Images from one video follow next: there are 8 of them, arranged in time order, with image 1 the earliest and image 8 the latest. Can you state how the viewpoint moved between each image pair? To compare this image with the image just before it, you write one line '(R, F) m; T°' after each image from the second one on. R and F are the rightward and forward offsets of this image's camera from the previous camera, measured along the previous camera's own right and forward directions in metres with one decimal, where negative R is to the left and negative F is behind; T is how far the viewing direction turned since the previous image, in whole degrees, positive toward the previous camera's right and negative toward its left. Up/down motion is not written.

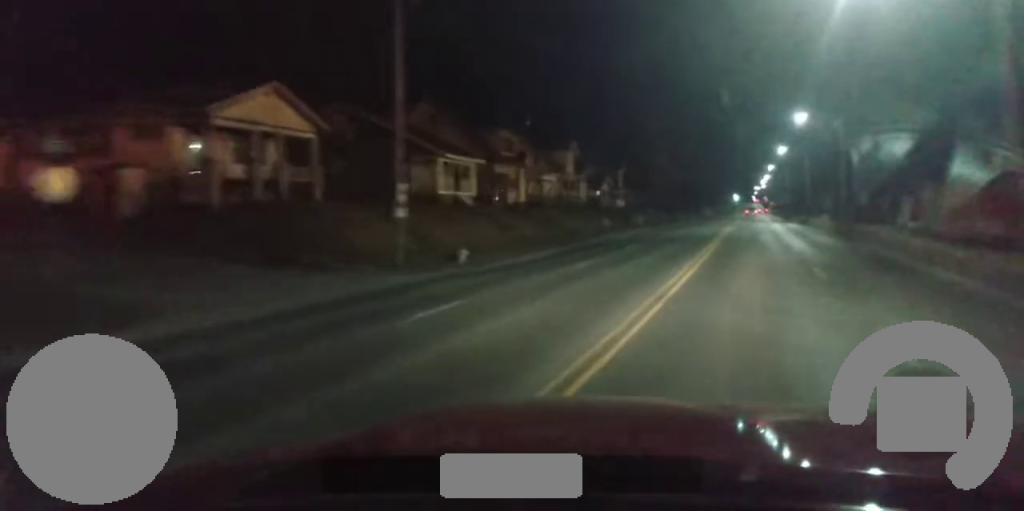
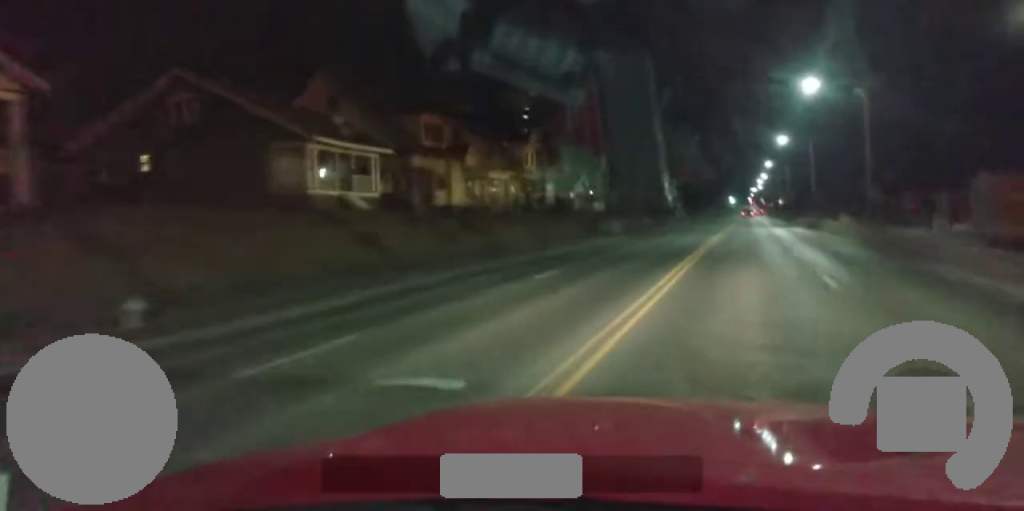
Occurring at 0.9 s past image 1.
(+0.1, +15.8) m; -1°
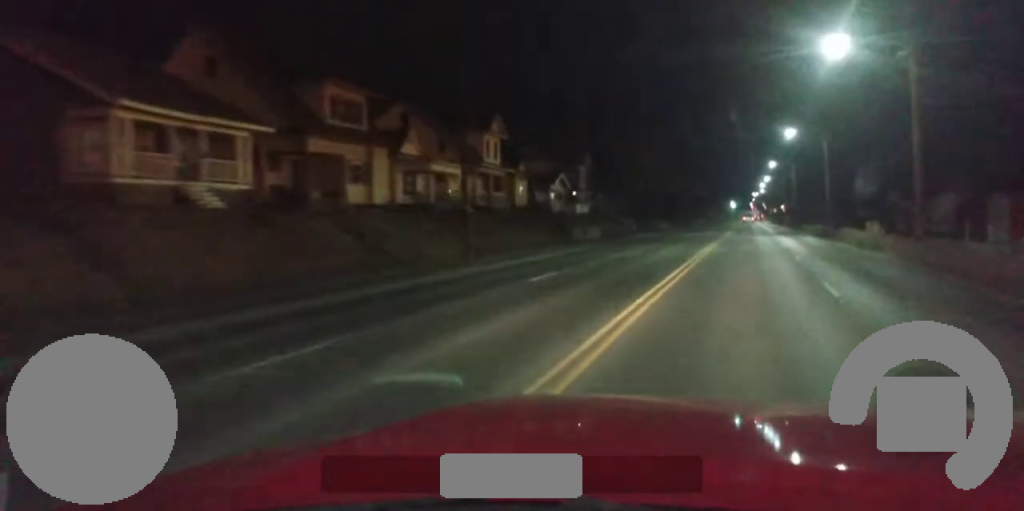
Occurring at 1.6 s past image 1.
(-0.3, +12.4) m; -3°
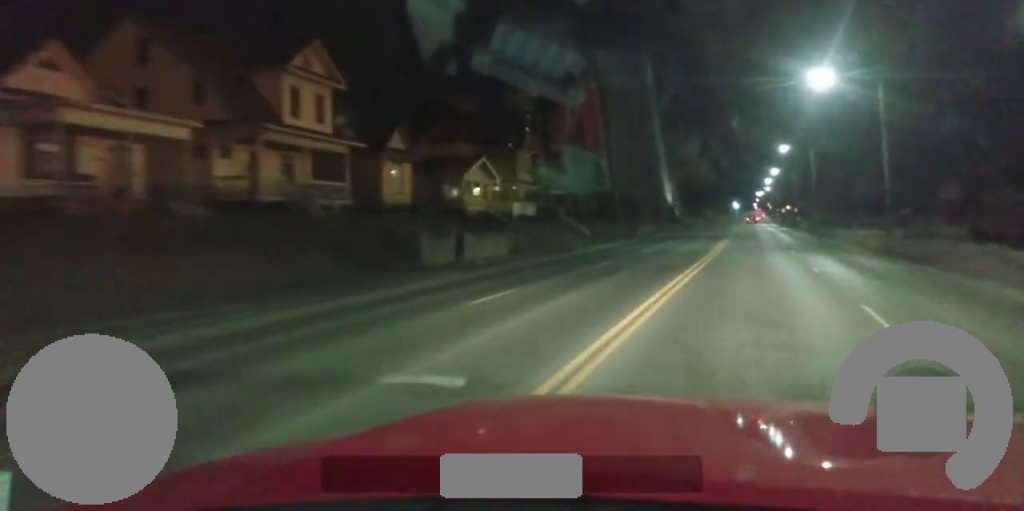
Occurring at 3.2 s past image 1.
(-1.0, +28.6) m; 0°
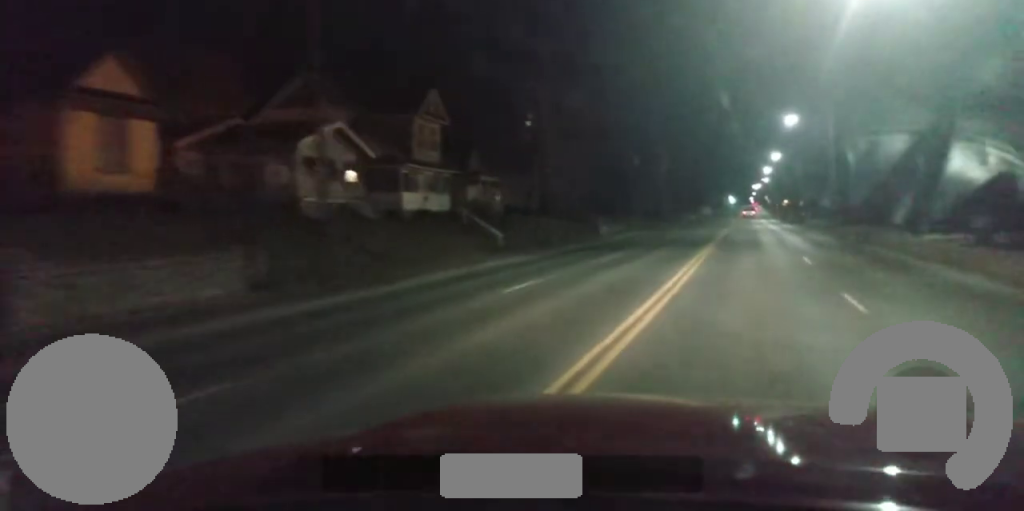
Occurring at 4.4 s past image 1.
(+0.9, +22.0) m; +2°
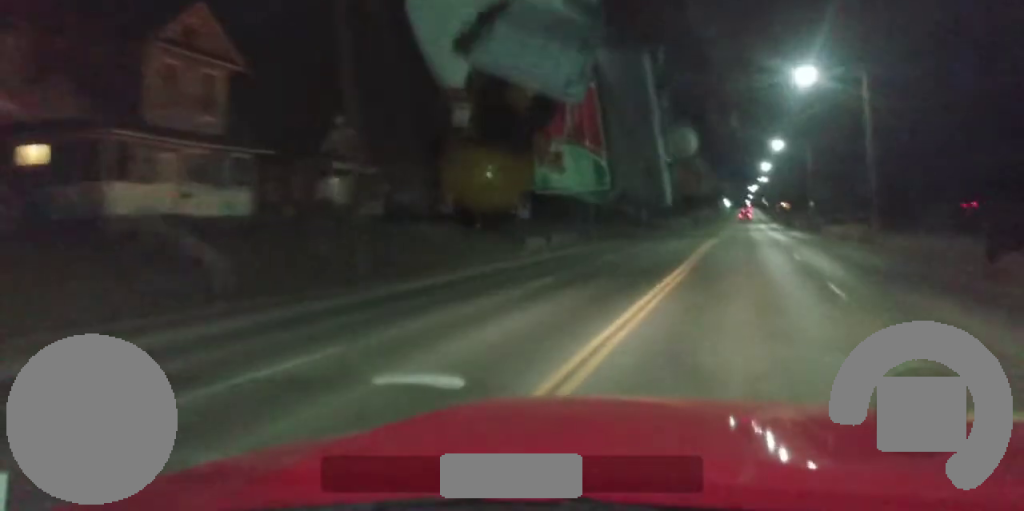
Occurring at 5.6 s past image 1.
(+0.2, +21.8) m; +2°
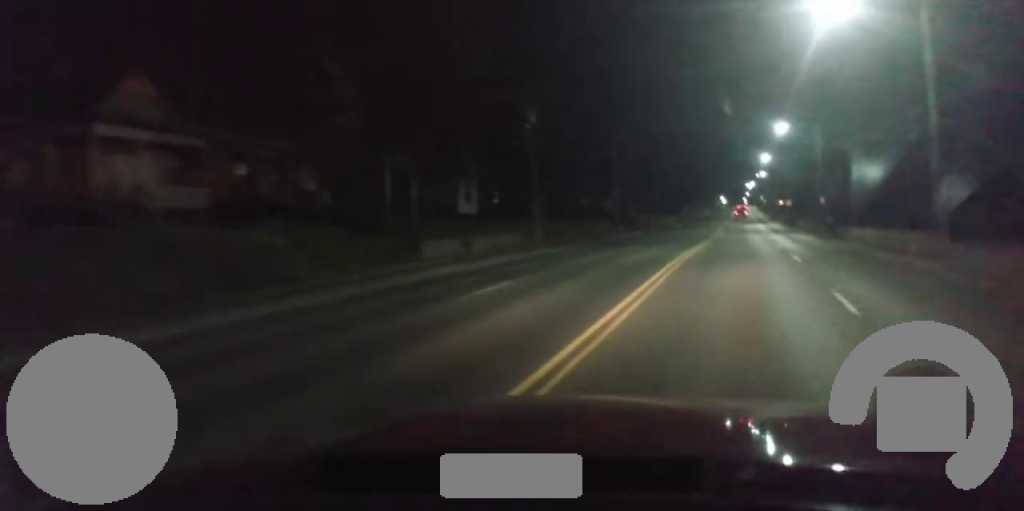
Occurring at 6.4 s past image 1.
(+0.3, +15.0) m; +1°
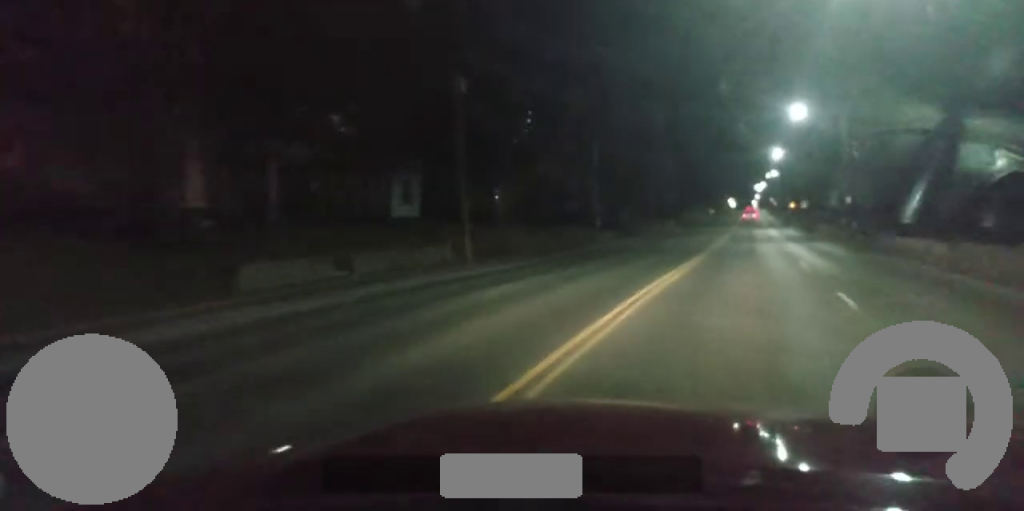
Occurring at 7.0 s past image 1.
(+0.1, +11.9) m; 0°
